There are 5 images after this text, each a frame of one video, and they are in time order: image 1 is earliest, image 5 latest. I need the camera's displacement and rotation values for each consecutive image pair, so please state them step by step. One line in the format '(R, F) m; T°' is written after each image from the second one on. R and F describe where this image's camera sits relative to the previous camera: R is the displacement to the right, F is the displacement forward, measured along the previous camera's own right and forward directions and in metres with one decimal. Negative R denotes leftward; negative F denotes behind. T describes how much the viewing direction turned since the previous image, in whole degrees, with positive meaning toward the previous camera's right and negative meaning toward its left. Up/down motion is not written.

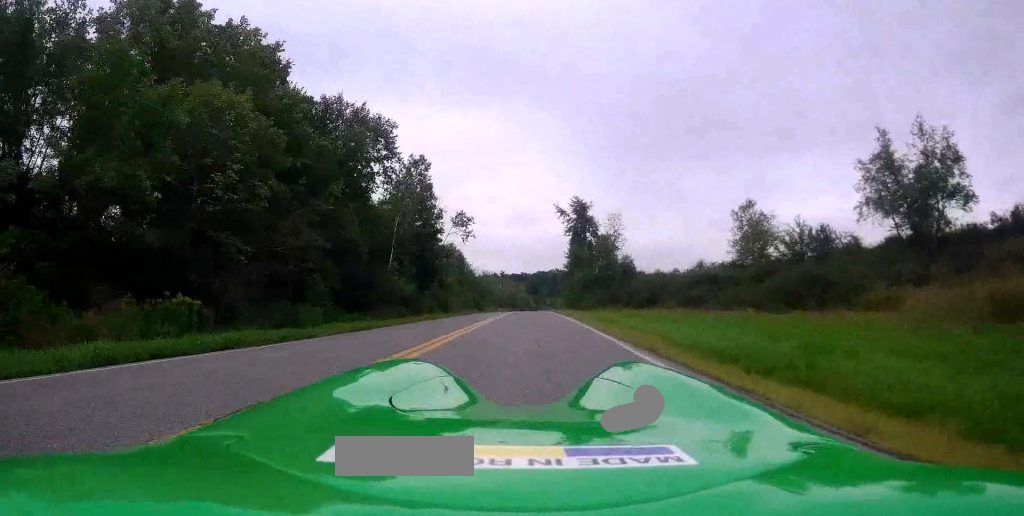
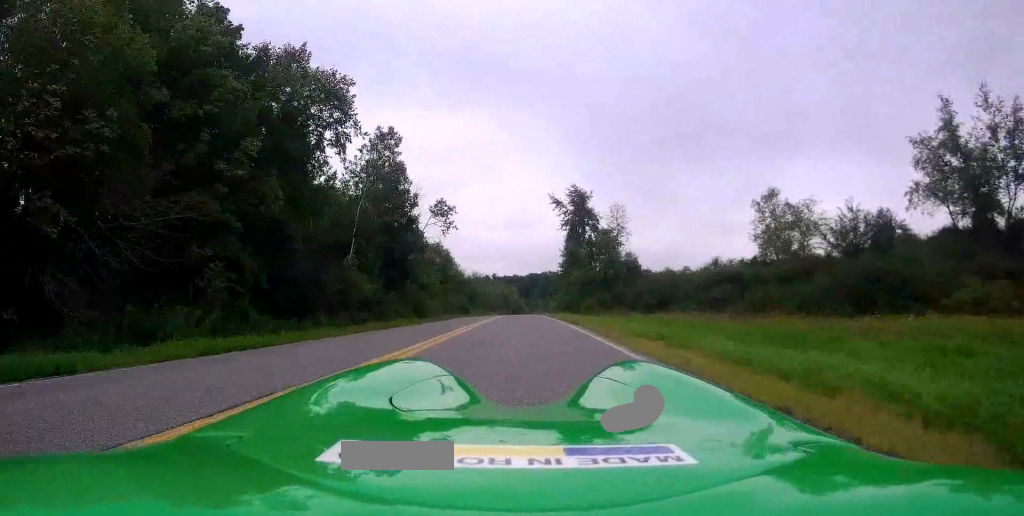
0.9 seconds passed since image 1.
(-0.1, +8.8) m; 0°
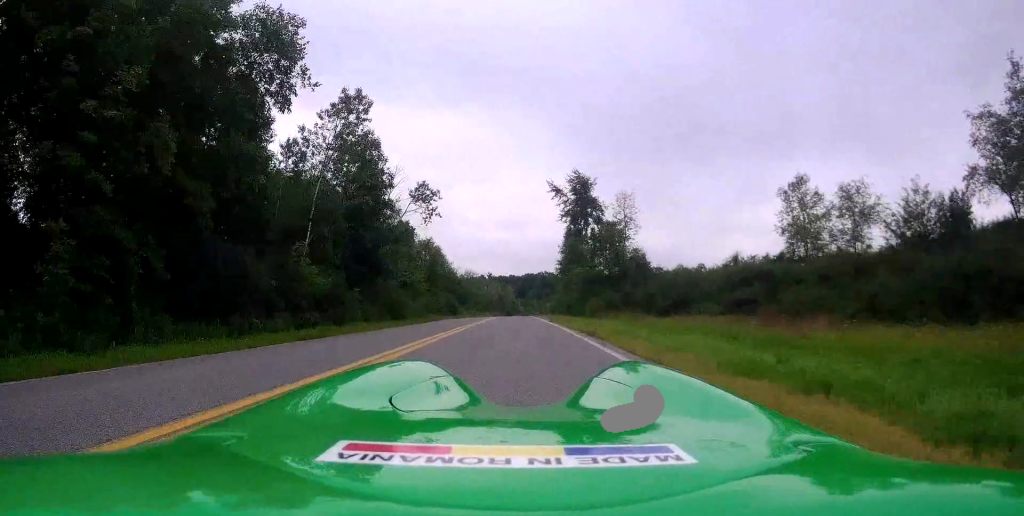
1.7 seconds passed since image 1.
(0.0, +7.3) m; 0°
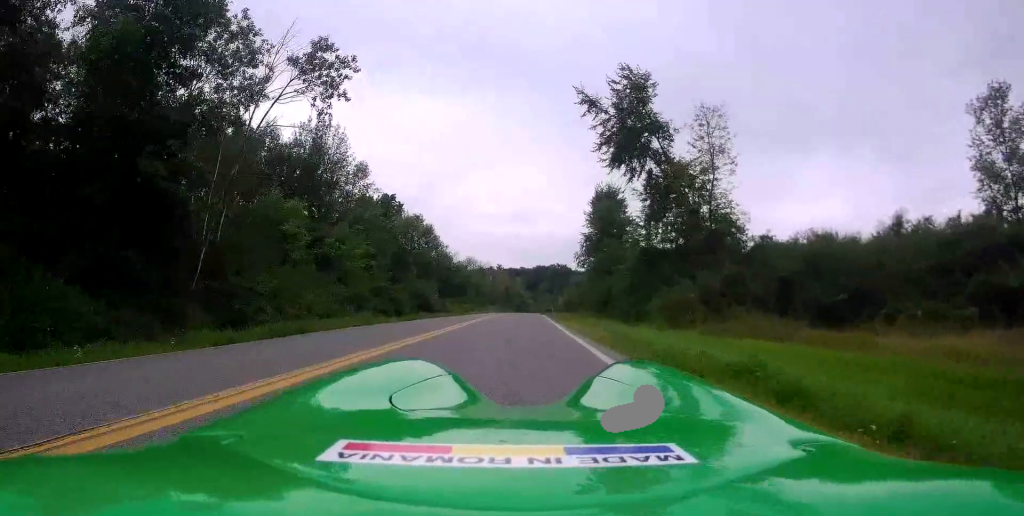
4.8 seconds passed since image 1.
(+0.5, +24.2) m; +3°
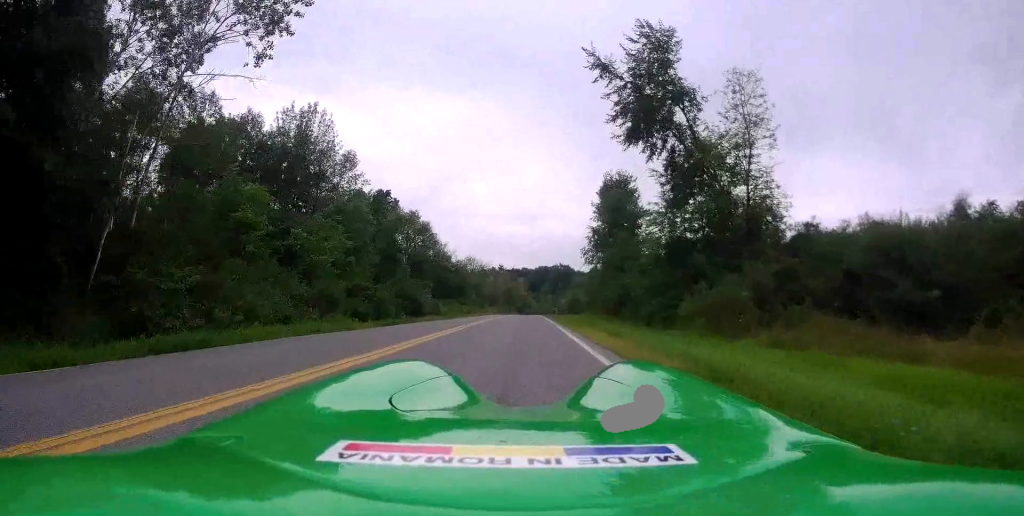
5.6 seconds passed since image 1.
(0.0, +5.3) m; -1°
